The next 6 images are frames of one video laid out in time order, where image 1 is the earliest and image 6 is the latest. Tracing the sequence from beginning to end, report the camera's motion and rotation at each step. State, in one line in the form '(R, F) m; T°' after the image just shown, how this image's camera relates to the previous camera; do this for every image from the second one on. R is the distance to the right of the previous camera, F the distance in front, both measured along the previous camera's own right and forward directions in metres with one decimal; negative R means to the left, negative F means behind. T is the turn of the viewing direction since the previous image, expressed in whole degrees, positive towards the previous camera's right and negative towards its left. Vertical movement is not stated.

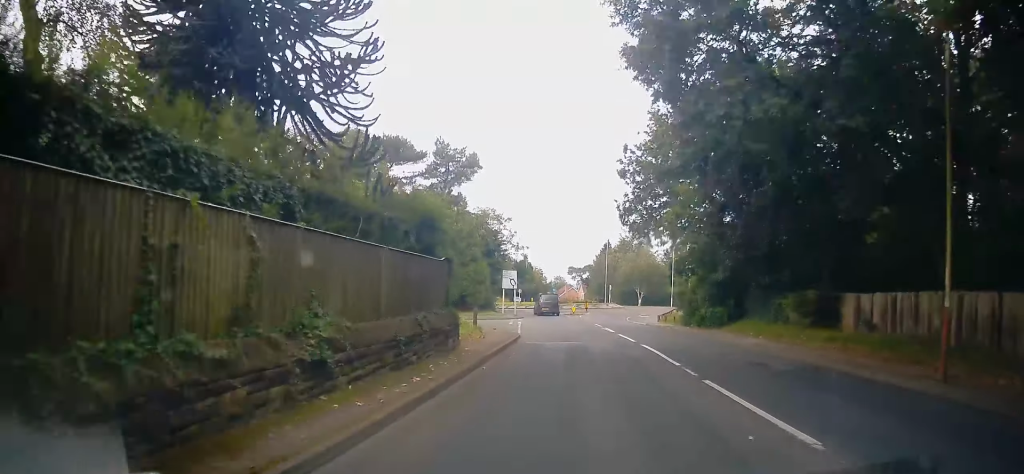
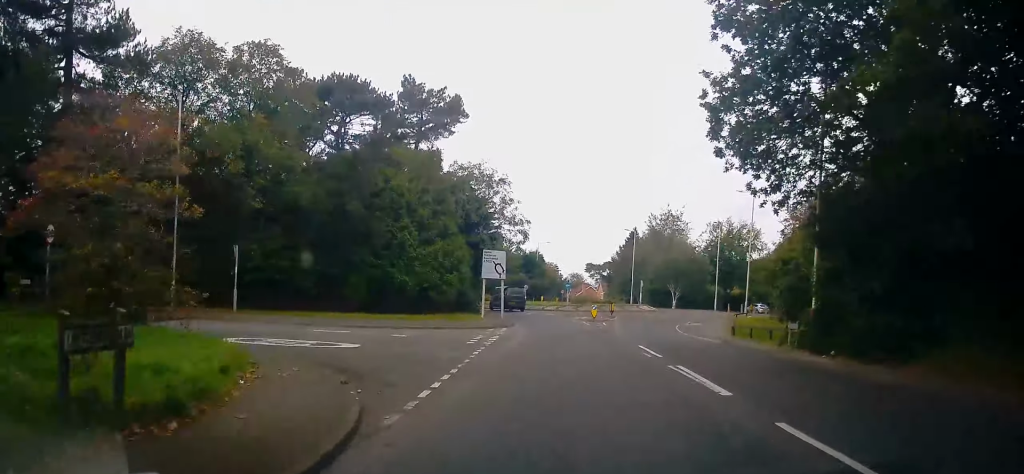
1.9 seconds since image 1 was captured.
(-0.8, +18.8) m; -1°
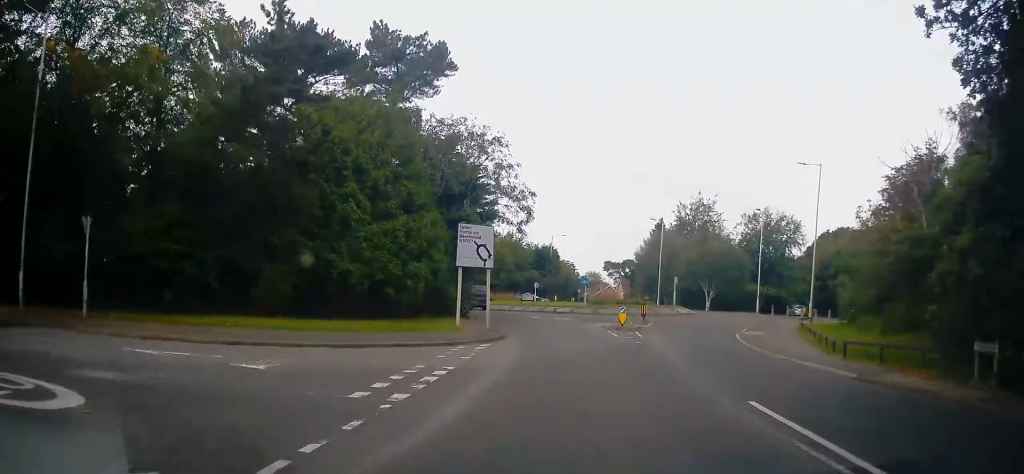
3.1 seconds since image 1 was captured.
(+0.1, +10.8) m; +1°
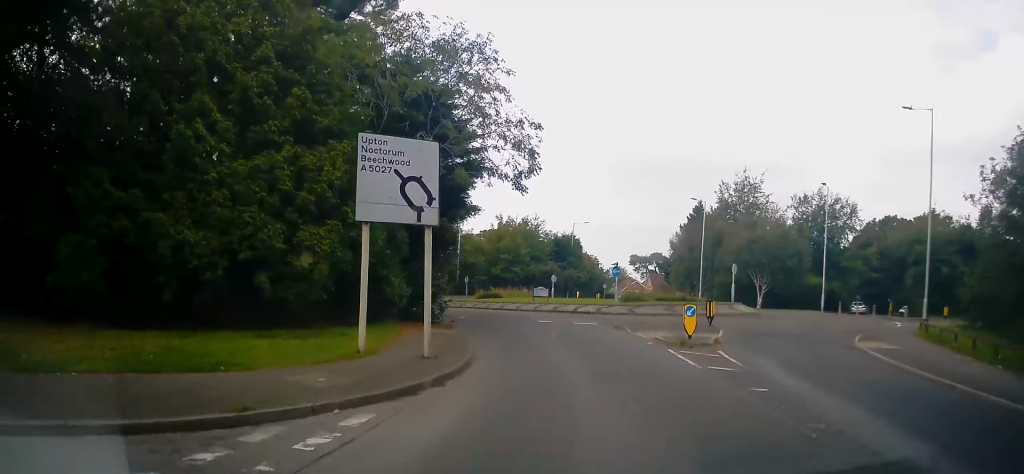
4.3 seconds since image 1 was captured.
(-0.1, +11.4) m; -3°
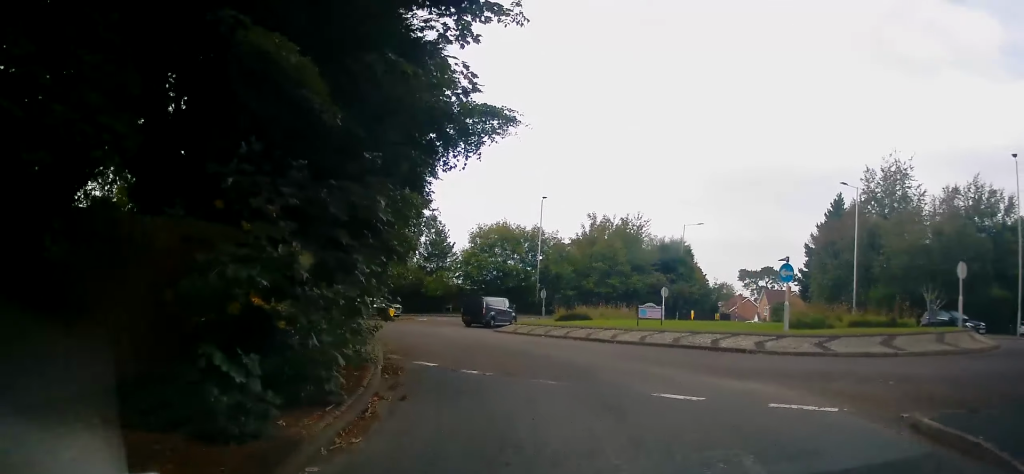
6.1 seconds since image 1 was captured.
(-1.5, +15.7) m; -11°
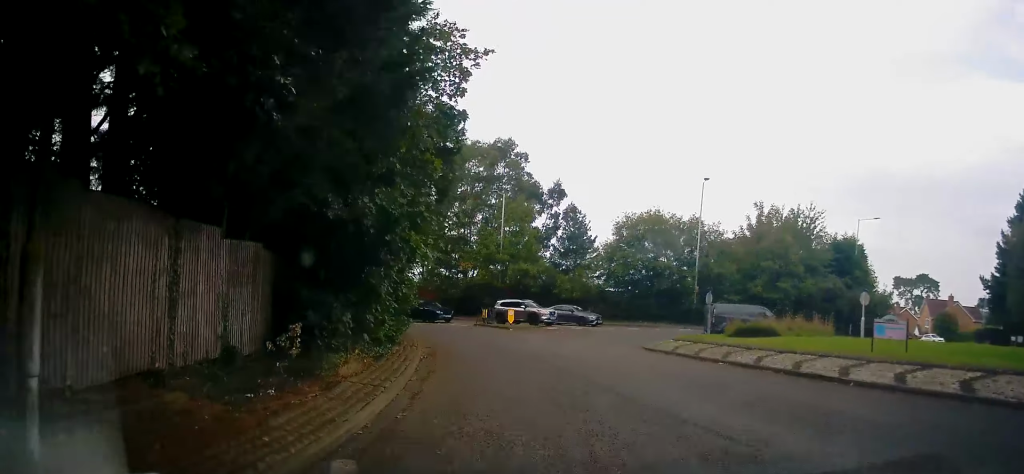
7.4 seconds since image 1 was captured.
(-0.8, +10.1) m; -11°
